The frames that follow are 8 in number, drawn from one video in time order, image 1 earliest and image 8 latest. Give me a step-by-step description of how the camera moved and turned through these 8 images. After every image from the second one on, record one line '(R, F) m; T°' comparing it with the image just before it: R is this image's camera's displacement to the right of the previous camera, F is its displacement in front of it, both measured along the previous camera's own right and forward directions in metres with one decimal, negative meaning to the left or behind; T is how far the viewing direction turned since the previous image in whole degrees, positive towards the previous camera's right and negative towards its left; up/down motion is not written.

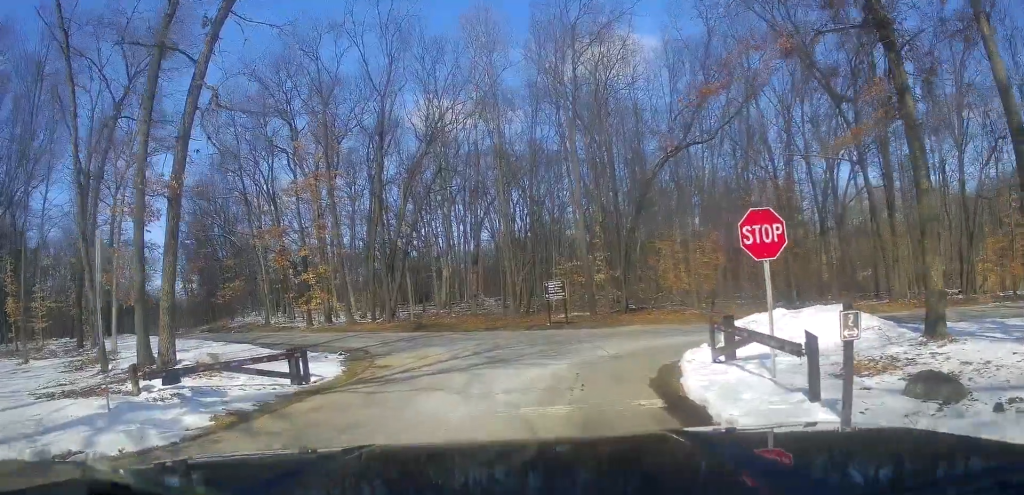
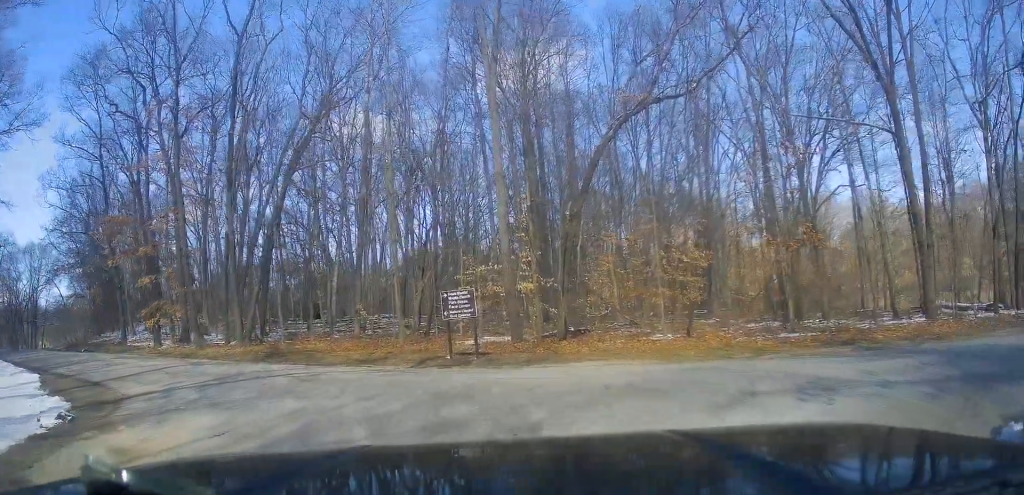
(+1.4, +11.6) m; +13°
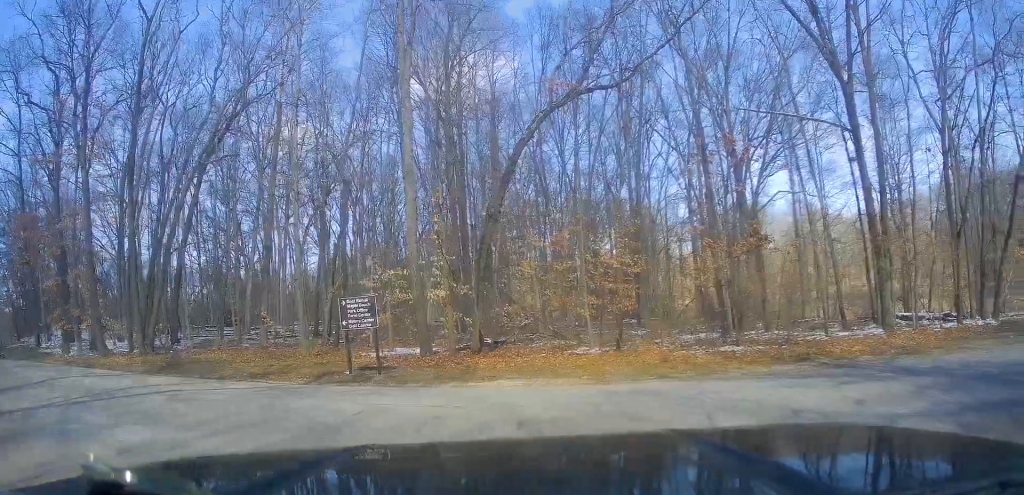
(0.0, +2.6) m; +6°
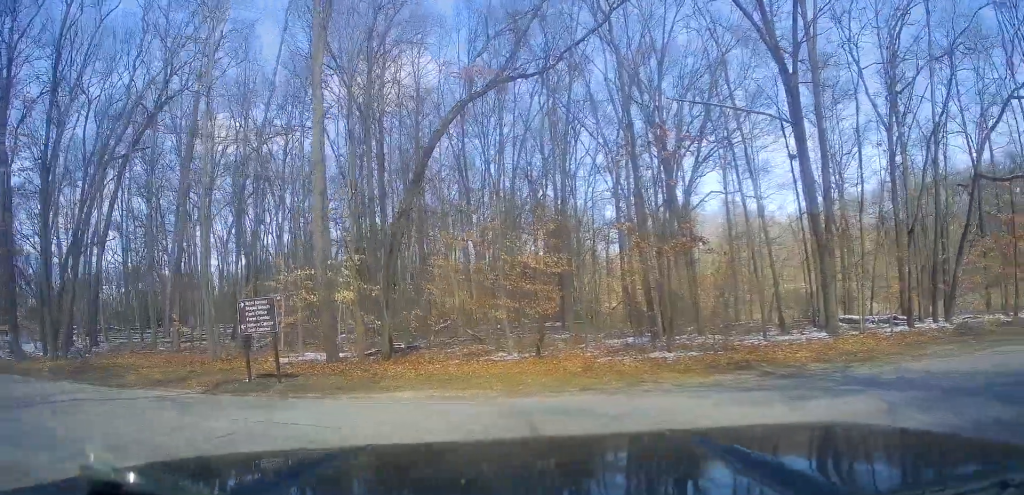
(-0.2, +1.7) m; +7°
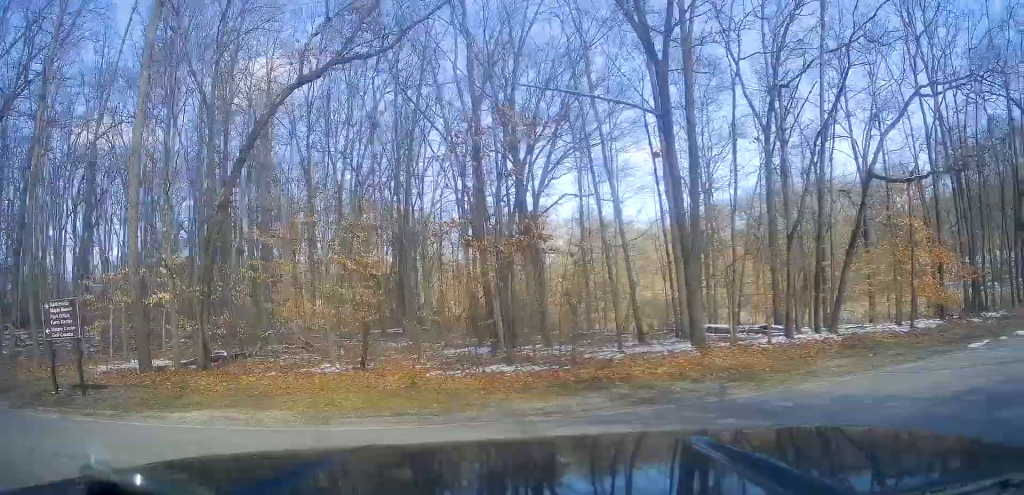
(+0.6, +2.5) m; +24°
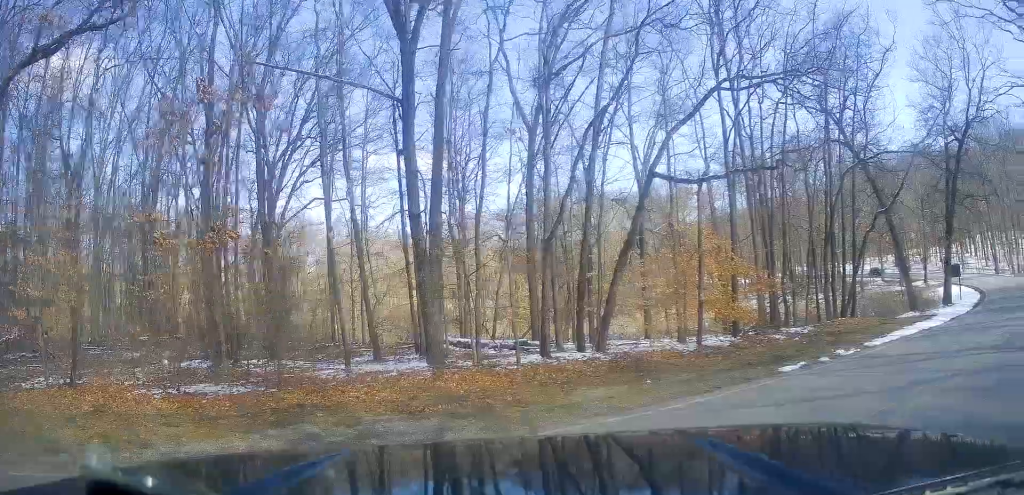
(+0.7, +2.7) m; +19°
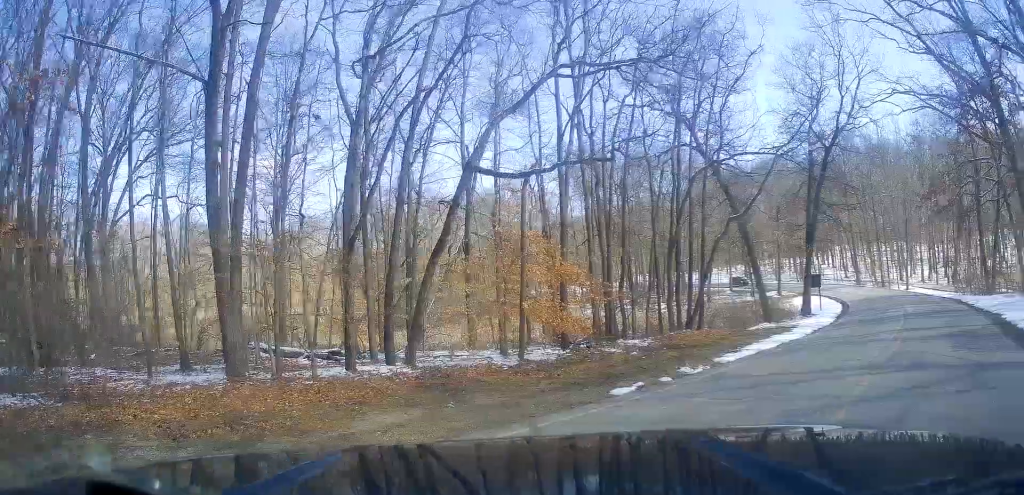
(+0.2, +1.7) m; +10°
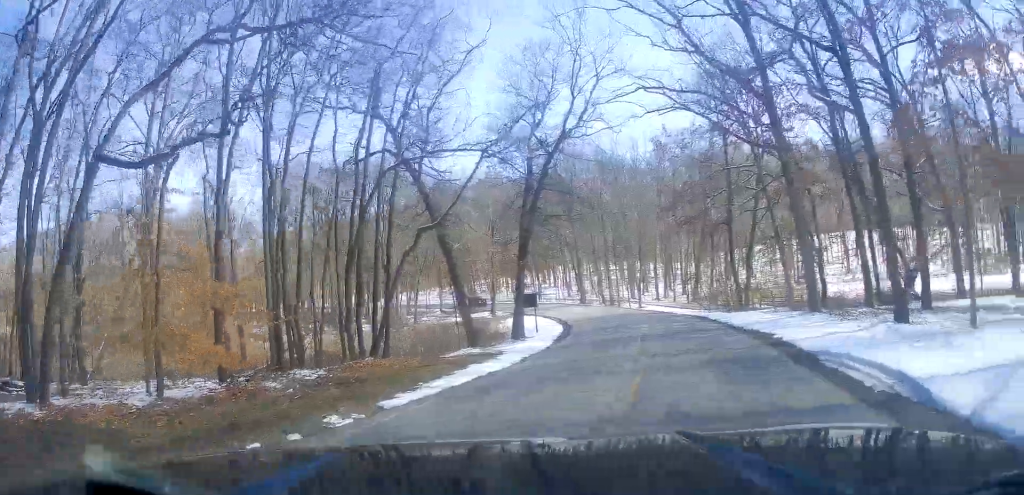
(0.0, +3.0) m; +24°
